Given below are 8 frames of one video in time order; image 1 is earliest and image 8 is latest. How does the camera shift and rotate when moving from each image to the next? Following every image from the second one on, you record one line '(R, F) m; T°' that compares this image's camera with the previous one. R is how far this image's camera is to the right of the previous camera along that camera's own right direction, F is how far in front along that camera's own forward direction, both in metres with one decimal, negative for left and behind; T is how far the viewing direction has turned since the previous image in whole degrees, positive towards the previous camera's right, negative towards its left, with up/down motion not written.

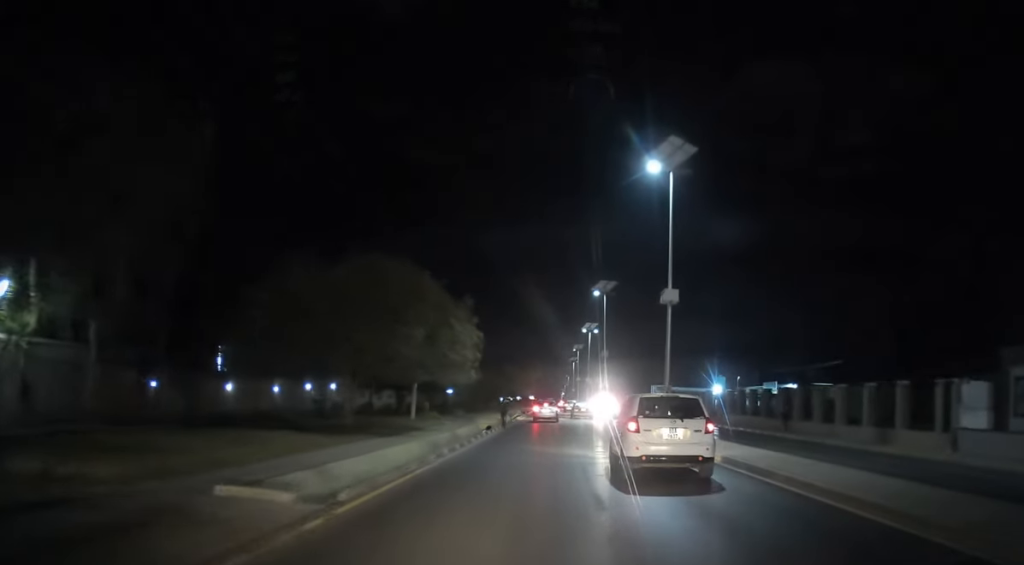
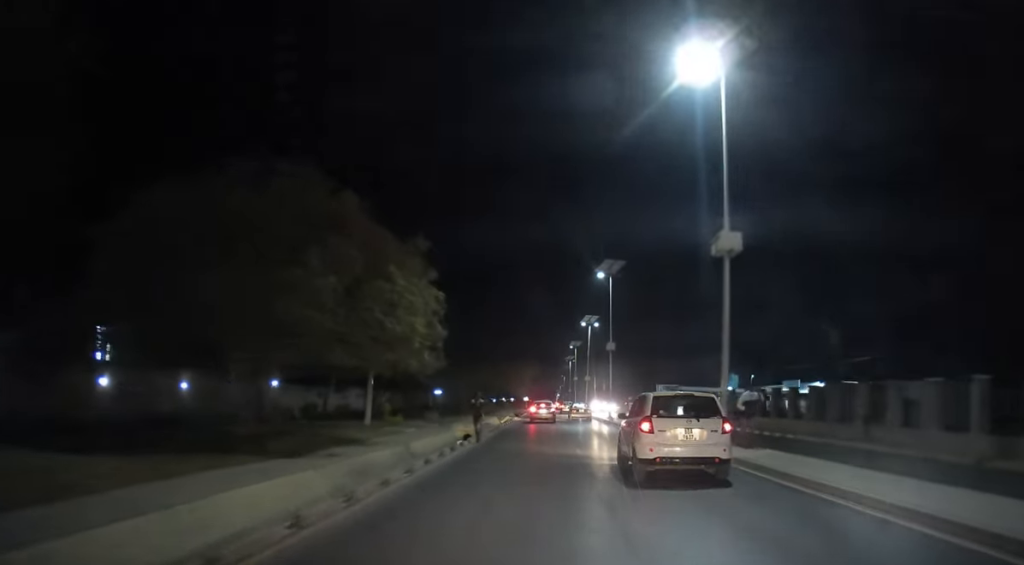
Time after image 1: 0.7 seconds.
(0.0, +10.1) m; +1°
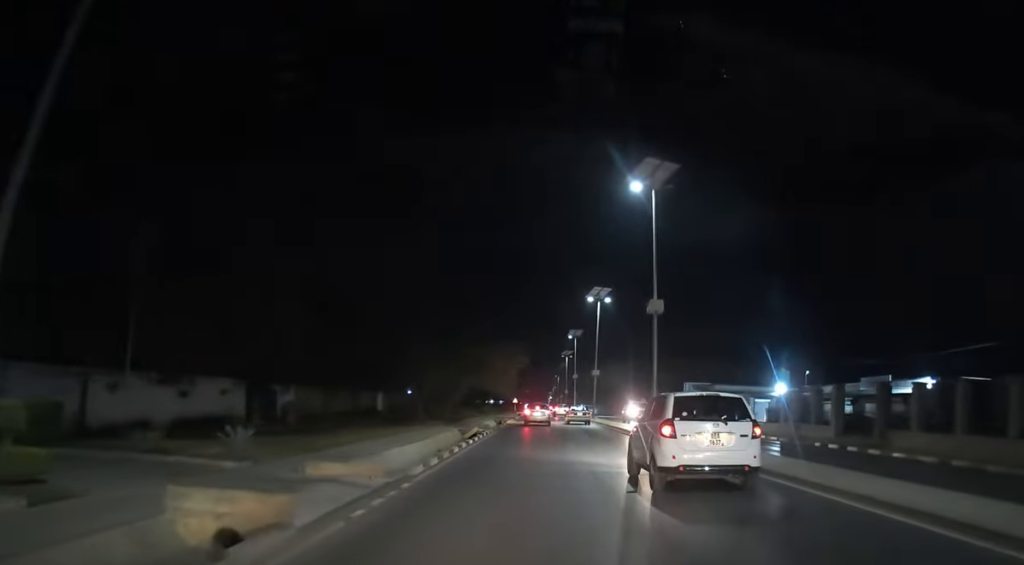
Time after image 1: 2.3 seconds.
(+0.4, +24.0) m; +1°
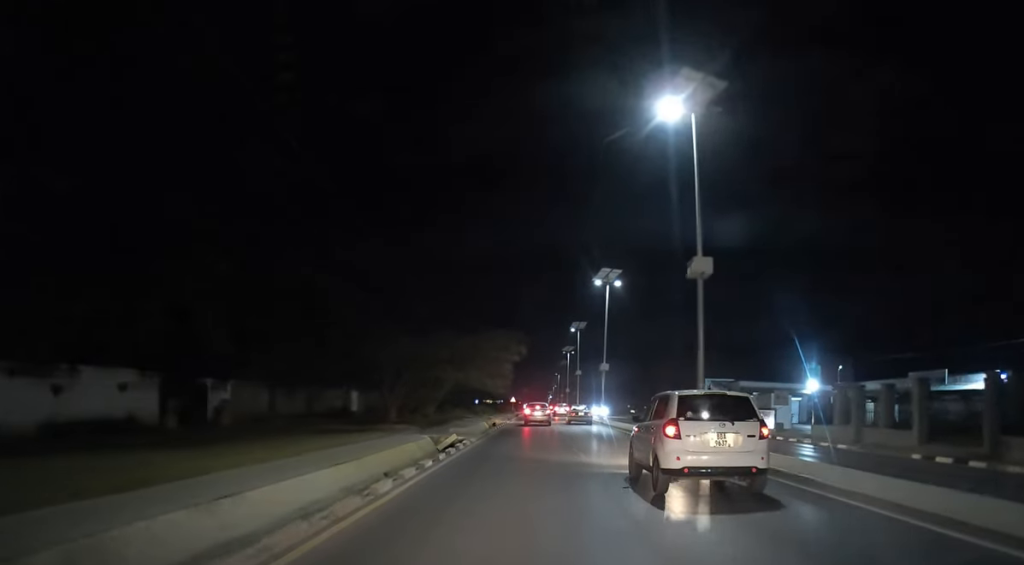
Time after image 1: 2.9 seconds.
(0.0, +9.1) m; 0°
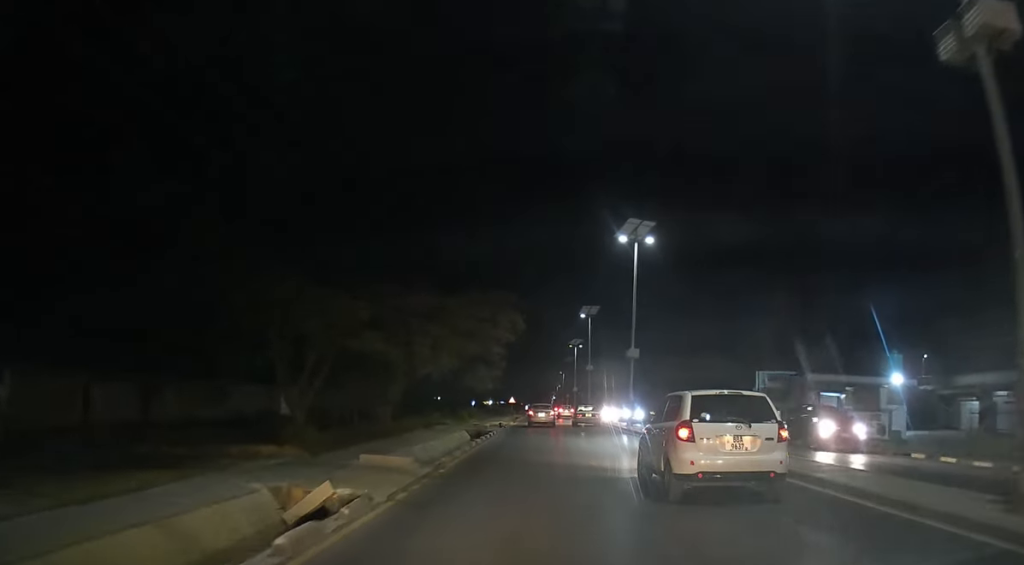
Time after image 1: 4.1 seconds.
(0.0, +16.1) m; 0°
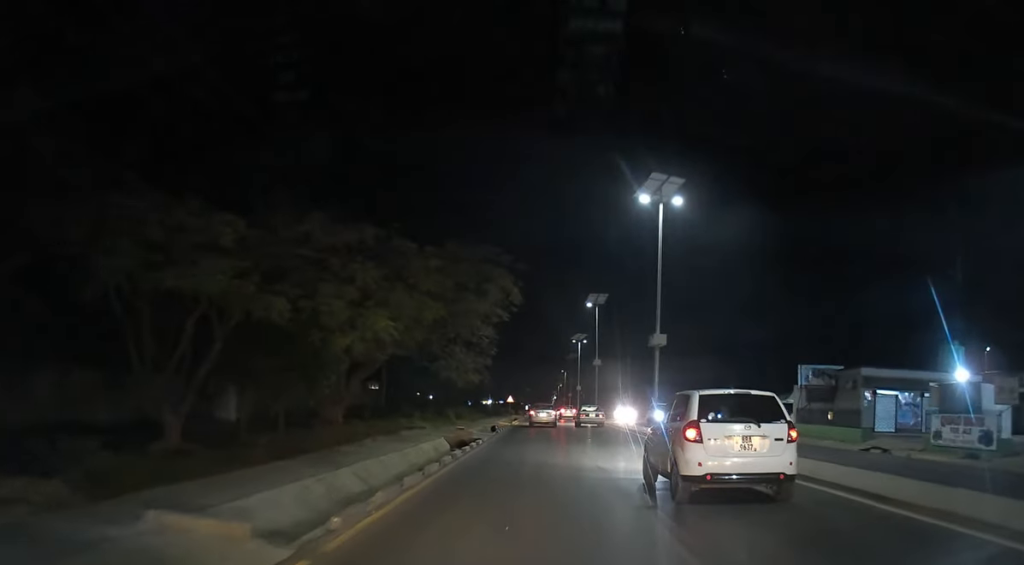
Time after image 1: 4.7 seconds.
(+0.1, +8.7) m; 0°
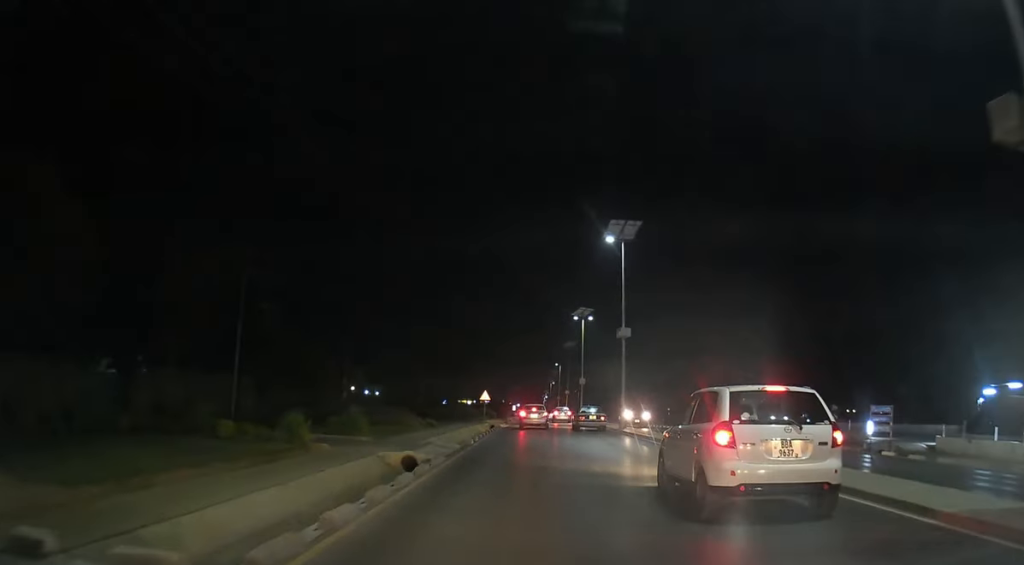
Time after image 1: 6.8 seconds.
(-0.2, +28.0) m; 0°
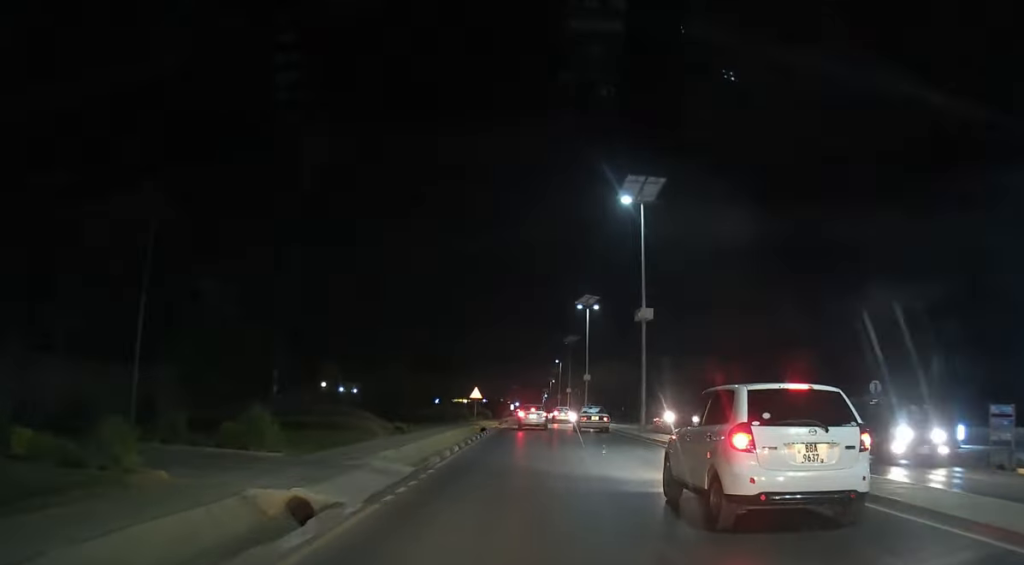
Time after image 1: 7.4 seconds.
(+0.2, +8.3) m; 0°
